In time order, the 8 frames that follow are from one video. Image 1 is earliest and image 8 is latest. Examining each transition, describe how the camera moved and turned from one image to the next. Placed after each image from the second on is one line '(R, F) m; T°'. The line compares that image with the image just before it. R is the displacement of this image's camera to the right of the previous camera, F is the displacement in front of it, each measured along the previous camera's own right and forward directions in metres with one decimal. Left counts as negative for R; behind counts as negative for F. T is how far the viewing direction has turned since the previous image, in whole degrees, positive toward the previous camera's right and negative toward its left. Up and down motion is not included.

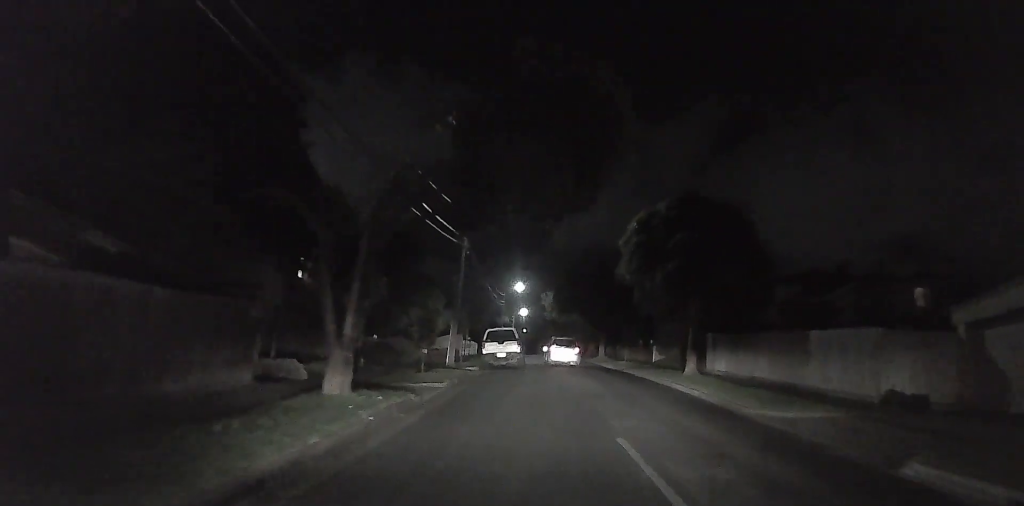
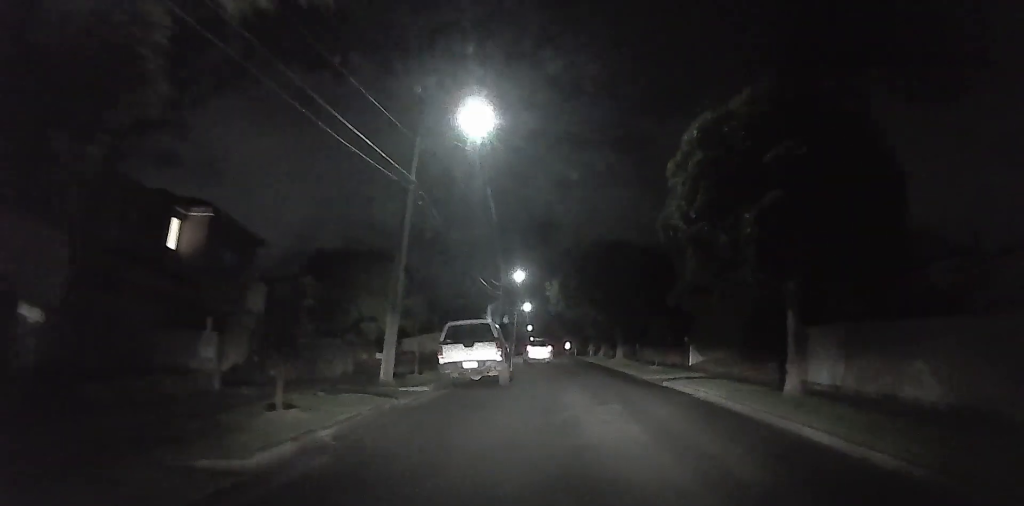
(-0.5, +13.1) m; -3°
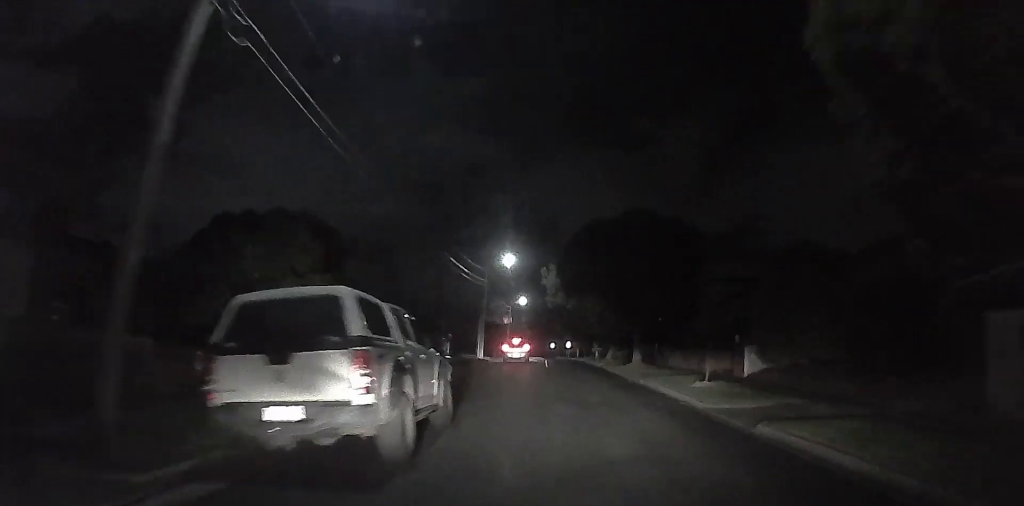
(+0.3, +11.0) m; +3°
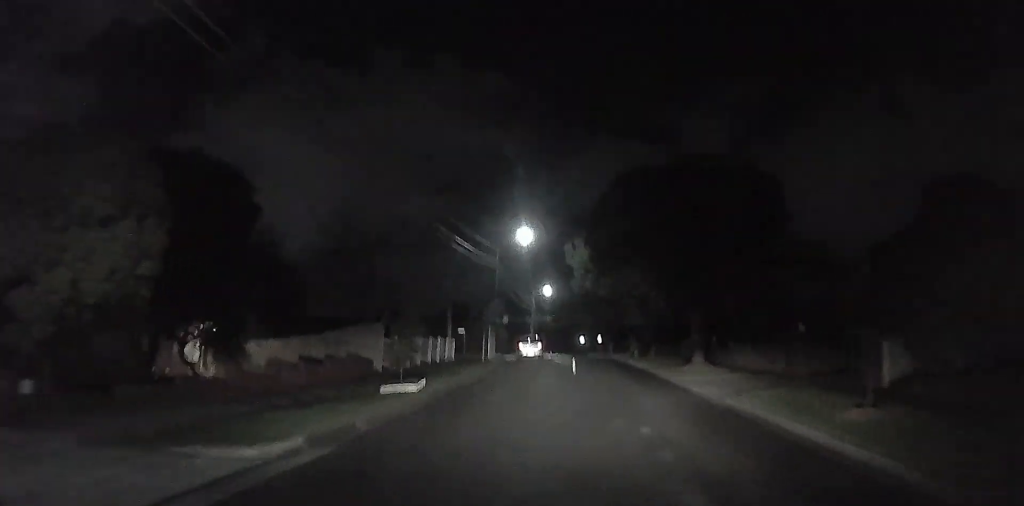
(0.0, +8.7) m; -2°
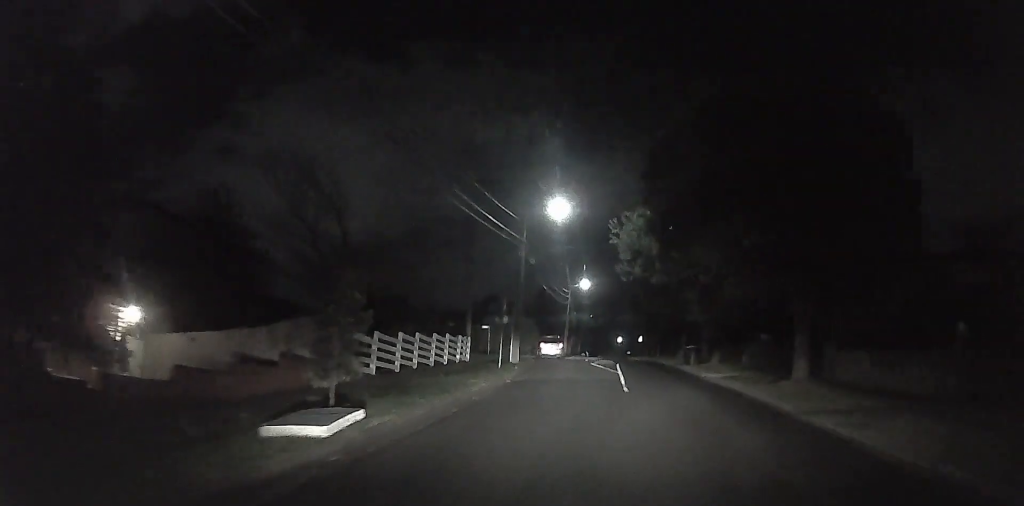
(-0.2, +6.5) m; -3°
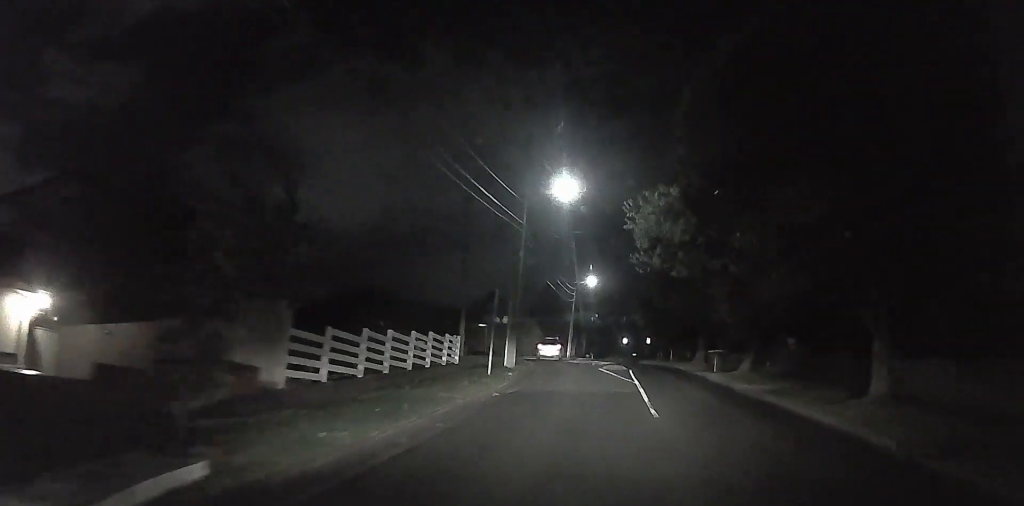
(-0.1, +3.7) m; -1°
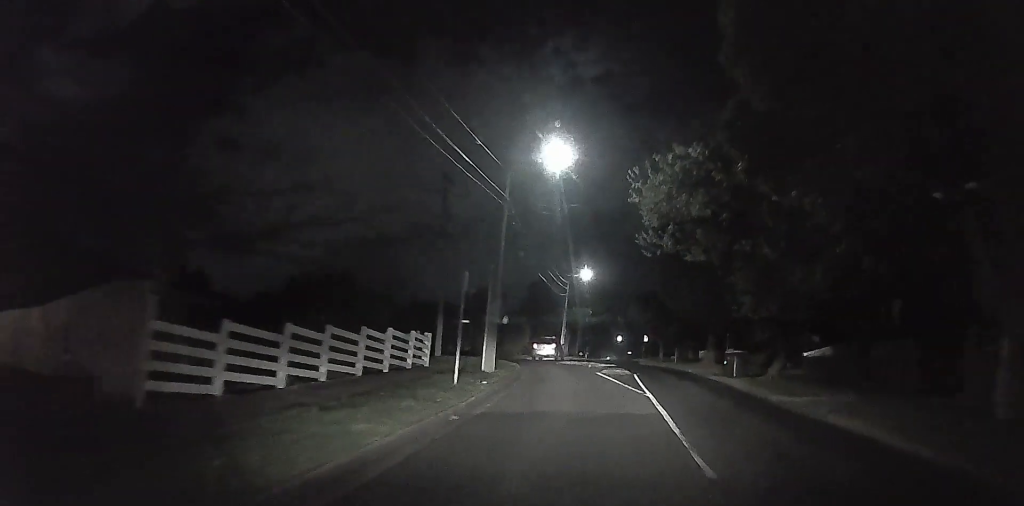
(0.0, +4.1) m; +2°
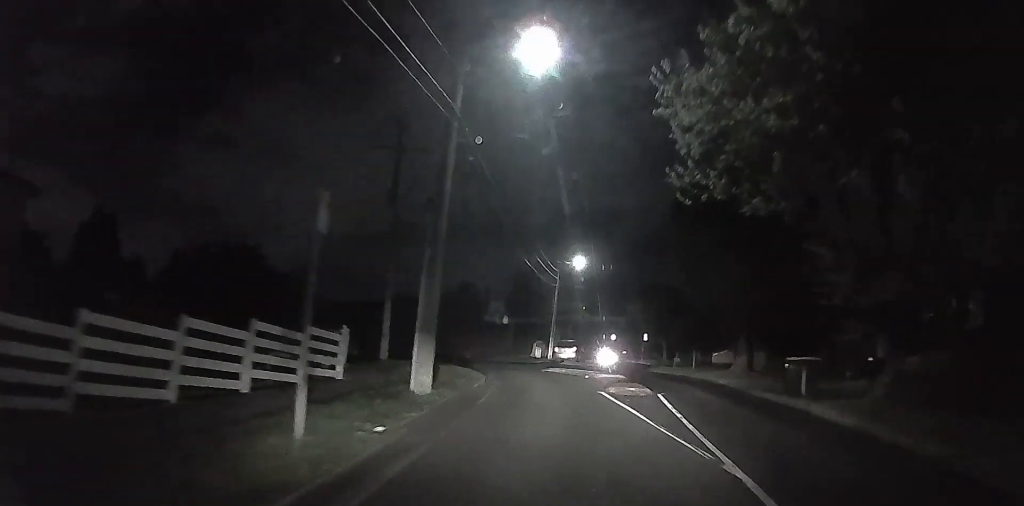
(+0.3, +6.8) m; +8°
